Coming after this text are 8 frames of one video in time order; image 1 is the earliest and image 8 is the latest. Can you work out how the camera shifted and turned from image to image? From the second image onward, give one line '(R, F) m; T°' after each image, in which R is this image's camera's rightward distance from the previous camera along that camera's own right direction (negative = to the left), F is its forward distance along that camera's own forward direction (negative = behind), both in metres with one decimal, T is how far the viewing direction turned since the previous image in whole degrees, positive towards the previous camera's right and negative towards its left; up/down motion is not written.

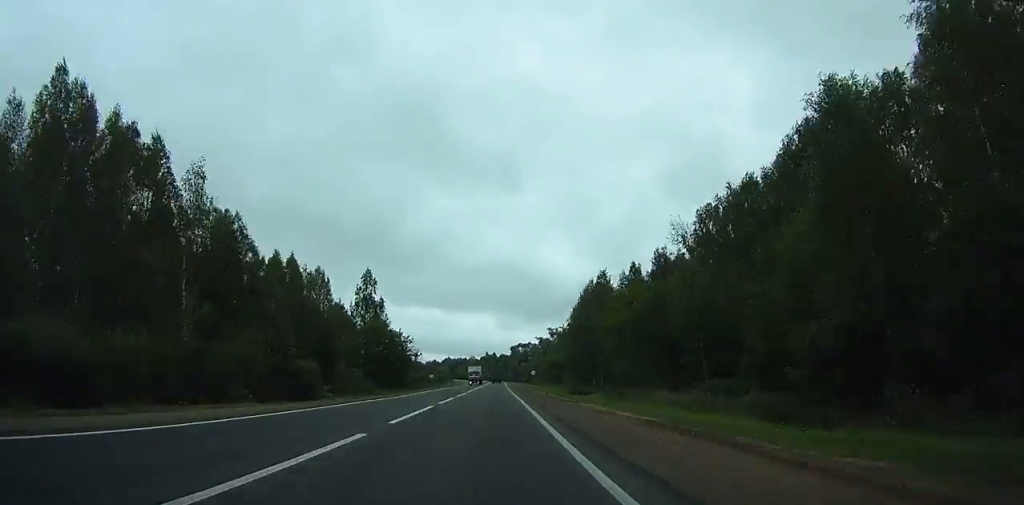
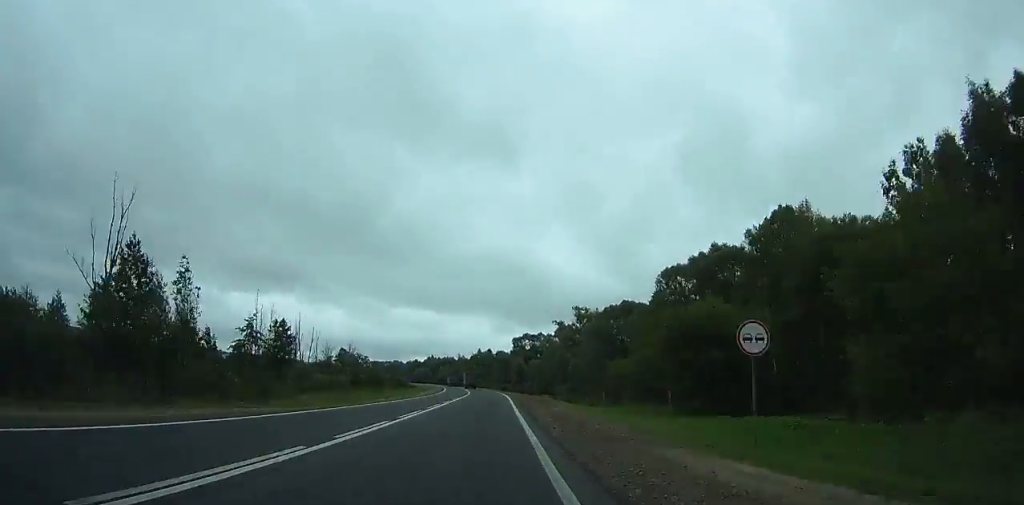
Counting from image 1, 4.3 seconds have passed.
(+0.6, +106.0) m; 0°
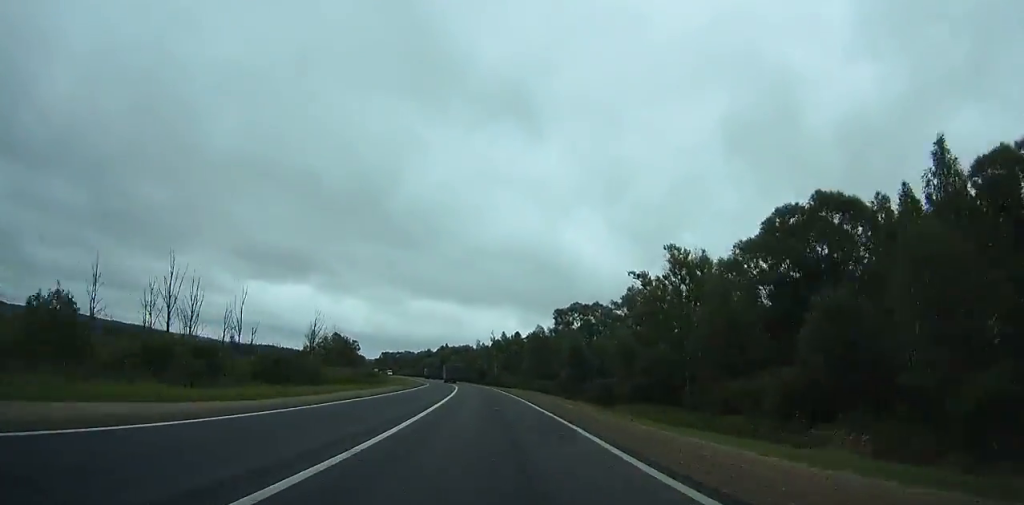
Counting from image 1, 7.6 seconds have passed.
(-1.0, +79.5) m; -2°
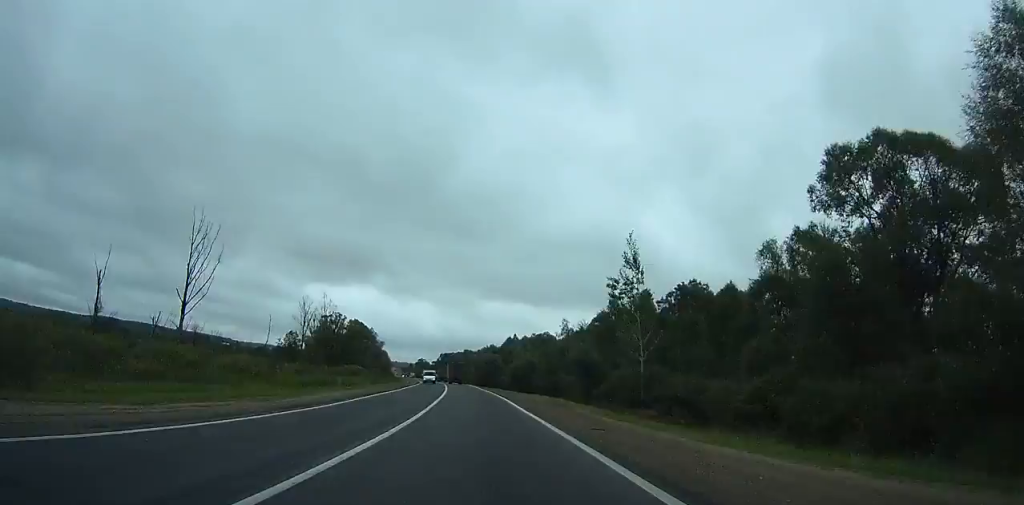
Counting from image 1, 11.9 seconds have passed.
(-4.6, +101.4) m; -7°
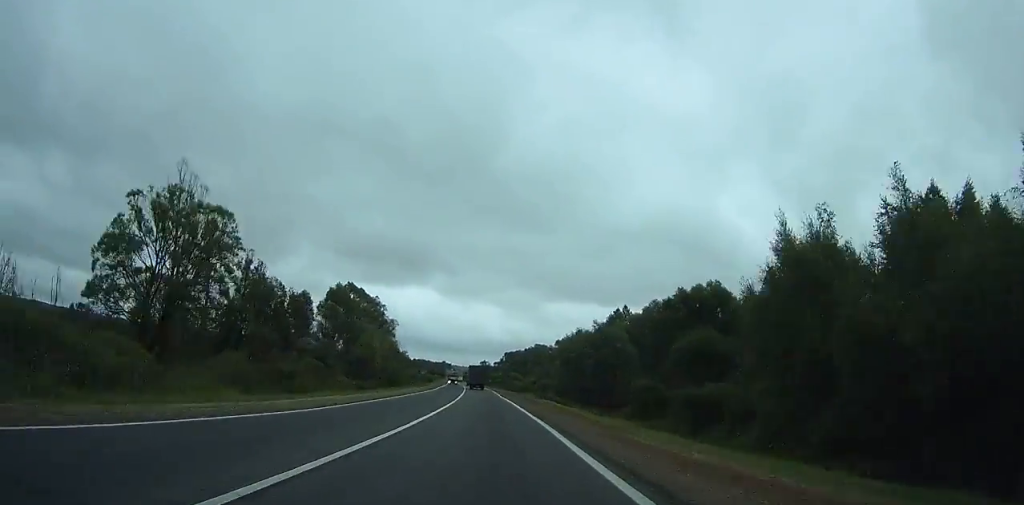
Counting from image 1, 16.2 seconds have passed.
(-6.4, +97.4) m; -6°
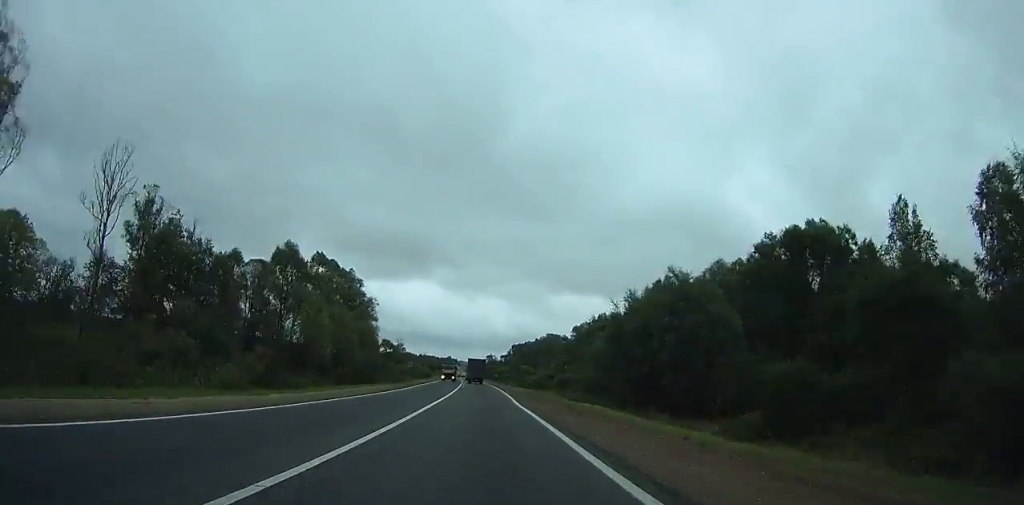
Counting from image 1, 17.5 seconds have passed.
(-0.4, +28.5) m; -1°
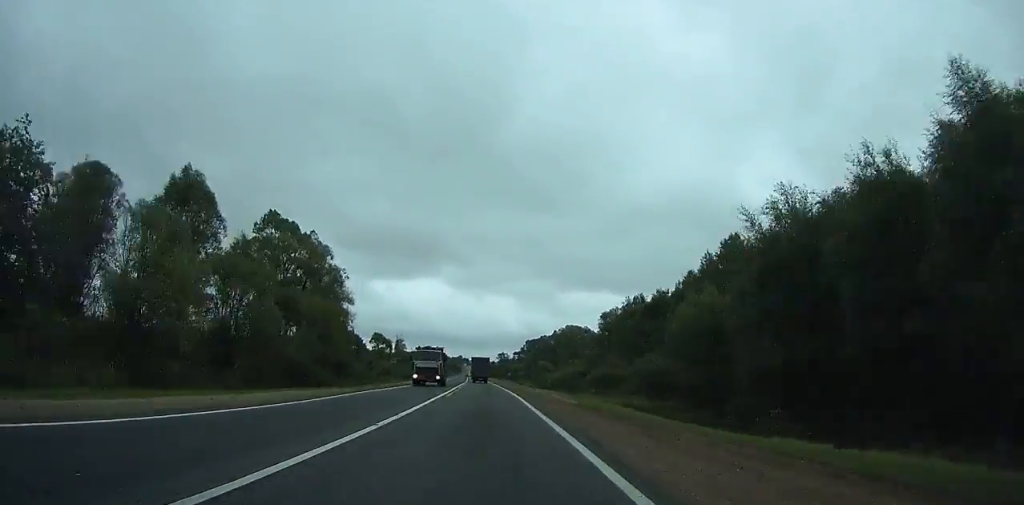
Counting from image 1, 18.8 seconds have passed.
(-0.1, +28.2) m; -1°
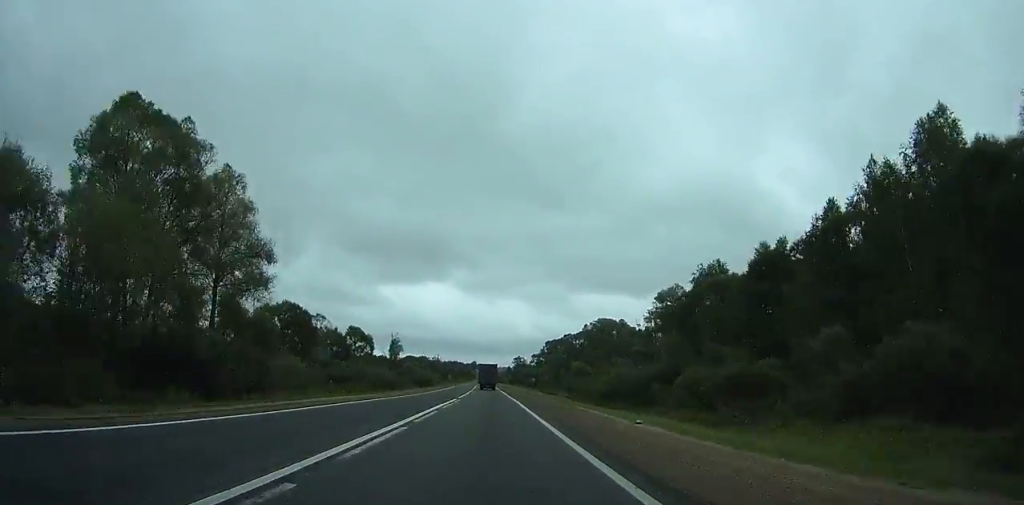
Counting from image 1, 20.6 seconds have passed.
(-1.0, +37.6) m; -2°
